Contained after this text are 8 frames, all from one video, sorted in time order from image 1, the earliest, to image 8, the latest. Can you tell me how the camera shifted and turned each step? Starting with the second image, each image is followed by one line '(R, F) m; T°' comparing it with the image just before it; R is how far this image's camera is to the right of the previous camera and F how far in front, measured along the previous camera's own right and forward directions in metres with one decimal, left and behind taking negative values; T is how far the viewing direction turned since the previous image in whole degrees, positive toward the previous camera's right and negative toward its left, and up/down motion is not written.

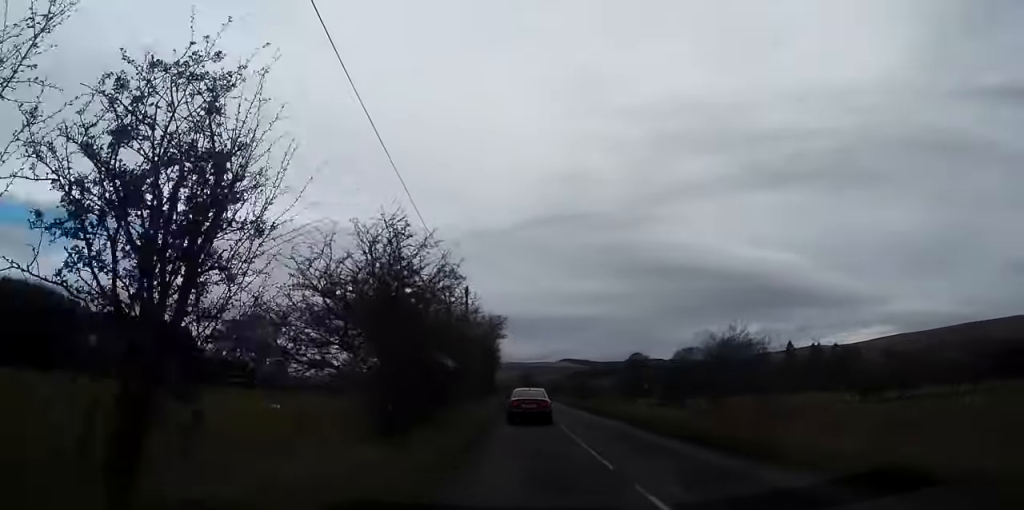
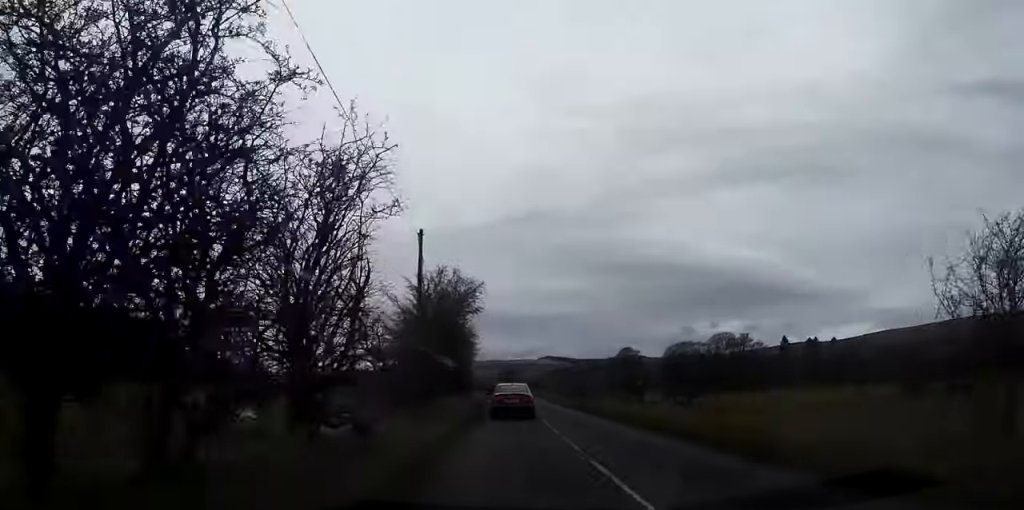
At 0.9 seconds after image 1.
(+0.4, +14.8) m; +1°
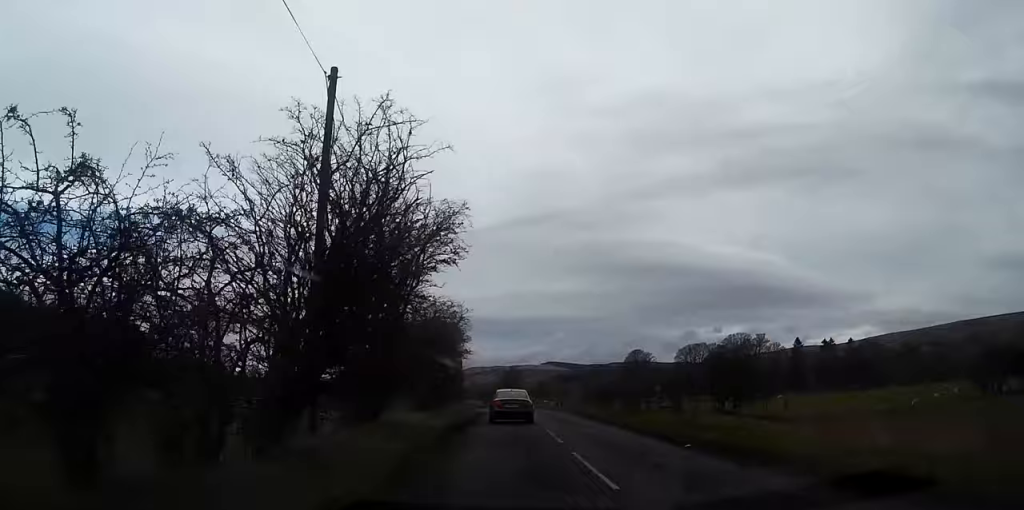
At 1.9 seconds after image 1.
(0.0, +15.5) m; 0°
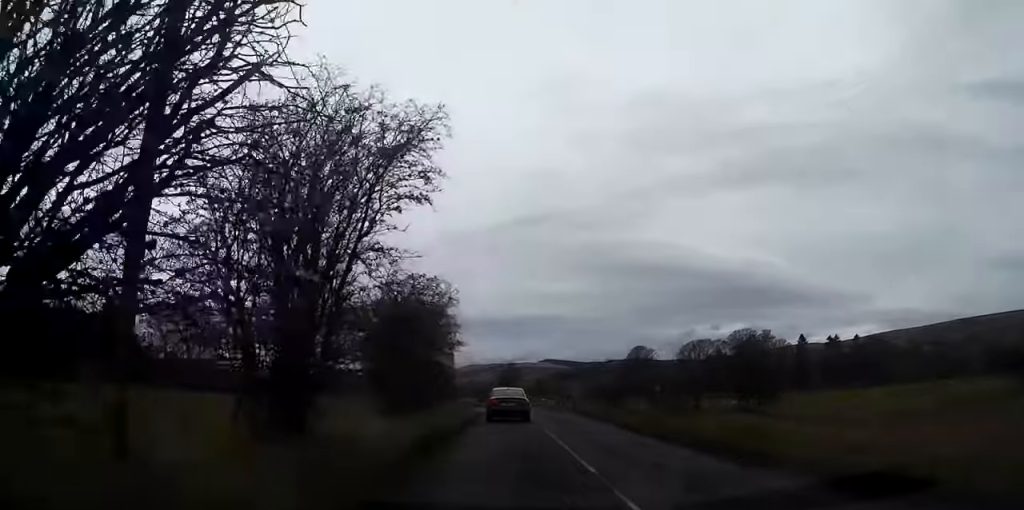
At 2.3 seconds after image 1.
(0.0, +6.8) m; 0°
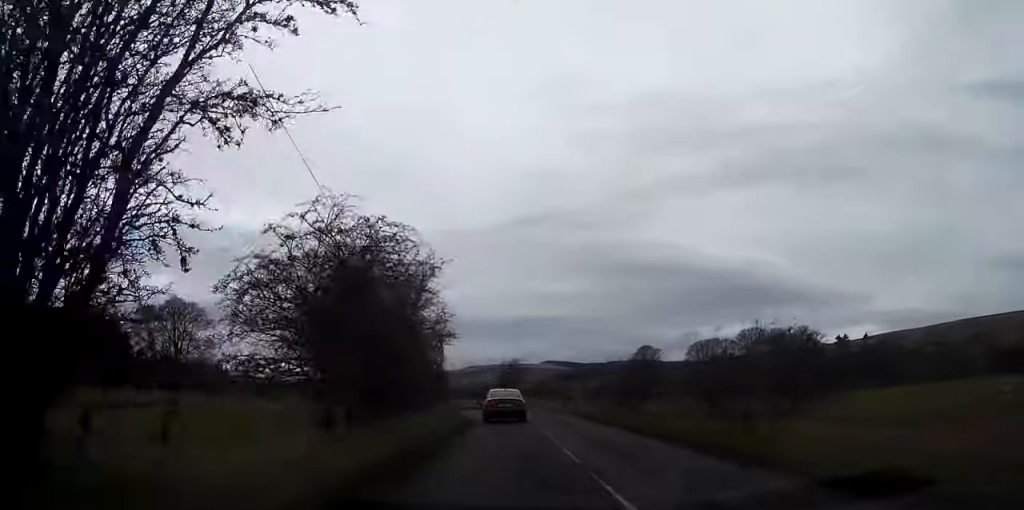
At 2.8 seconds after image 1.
(0.0, +7.8) m; 0°
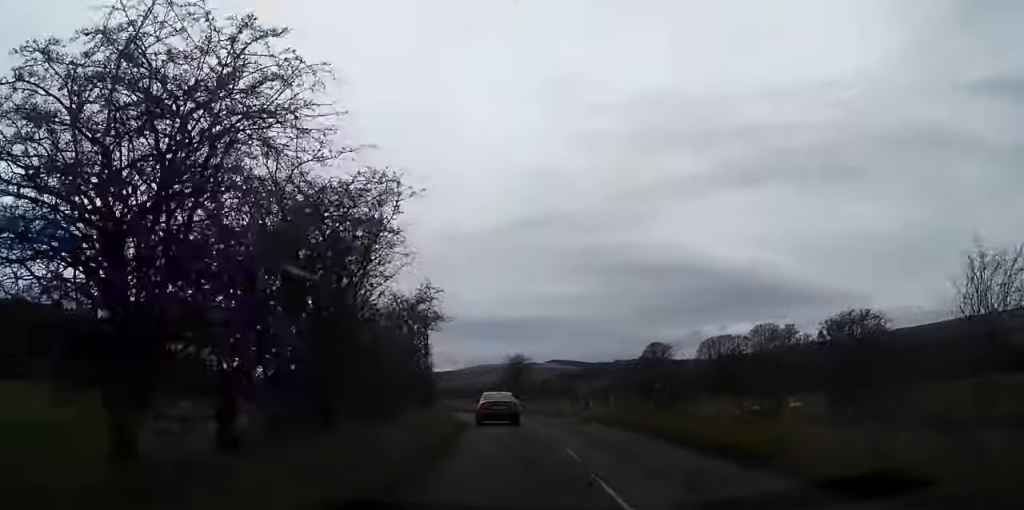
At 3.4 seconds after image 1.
(0.0, +8.7) m; 0°
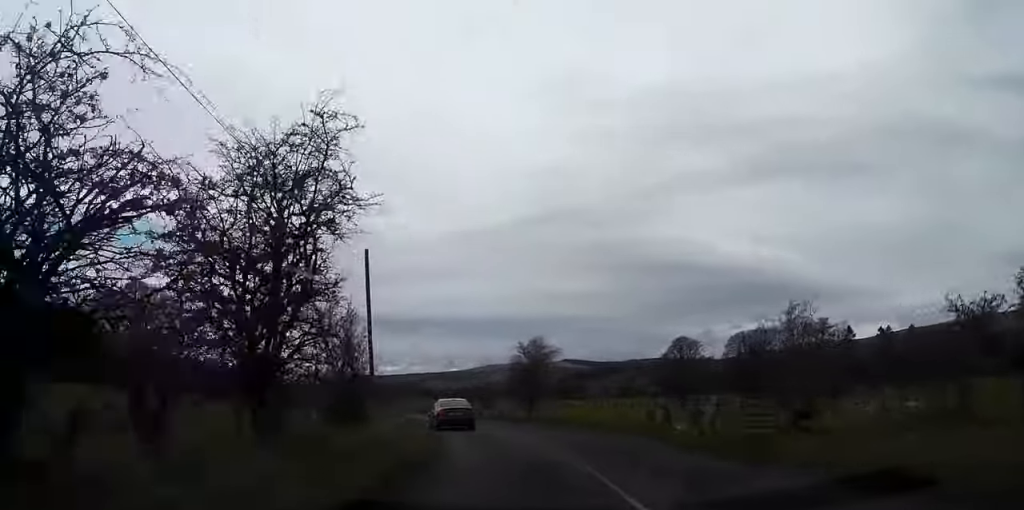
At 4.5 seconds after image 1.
(-0.1, +17.6) m; -1°
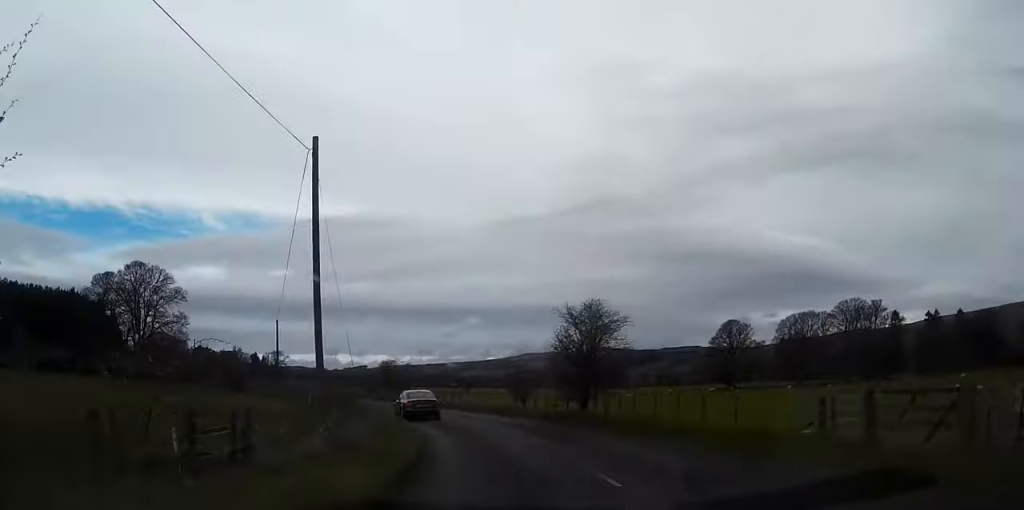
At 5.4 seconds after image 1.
(-0.1, +13.6) m; -3°
